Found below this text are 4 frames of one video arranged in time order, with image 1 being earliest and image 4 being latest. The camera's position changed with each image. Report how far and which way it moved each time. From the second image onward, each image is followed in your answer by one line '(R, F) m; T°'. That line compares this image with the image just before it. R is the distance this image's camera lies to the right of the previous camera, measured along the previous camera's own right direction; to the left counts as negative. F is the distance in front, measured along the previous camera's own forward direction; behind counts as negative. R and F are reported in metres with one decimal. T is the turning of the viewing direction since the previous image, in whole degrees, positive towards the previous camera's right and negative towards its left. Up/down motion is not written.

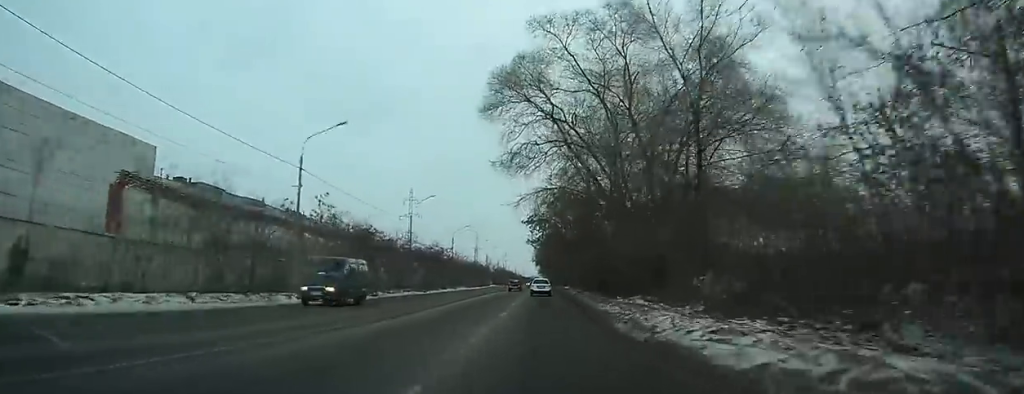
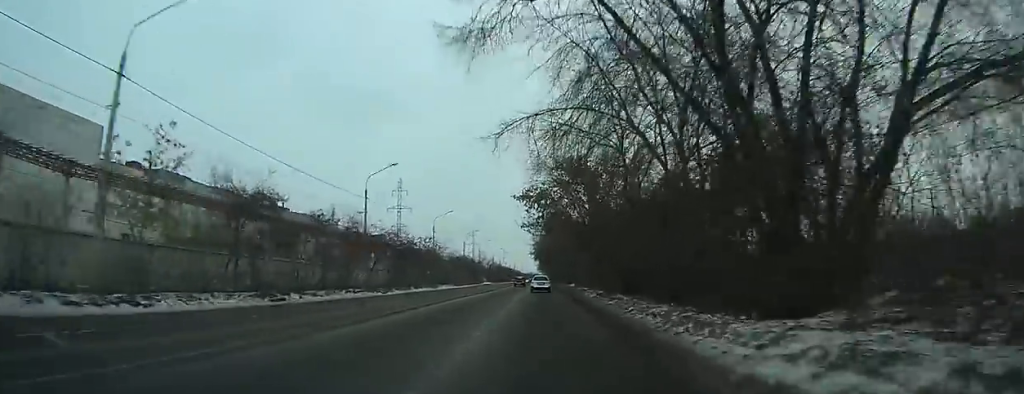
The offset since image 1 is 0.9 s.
(0.0, +16.4) m; 0°
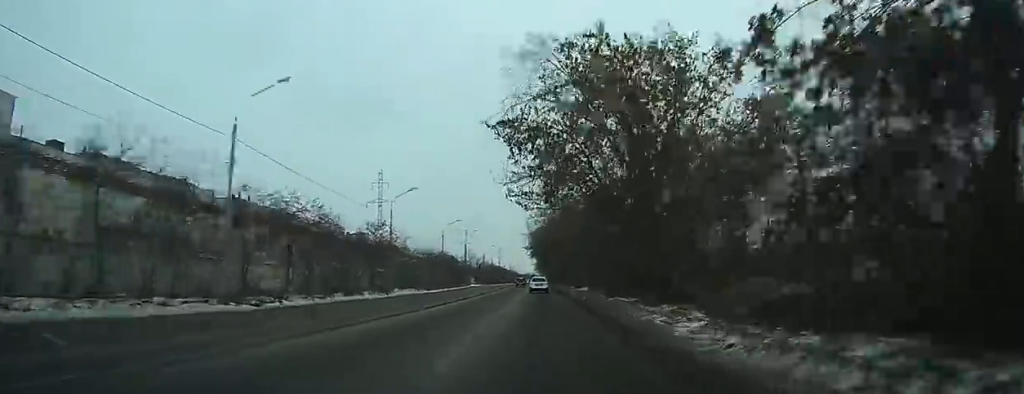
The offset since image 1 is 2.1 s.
(+0.1, +21.3) m; +1°
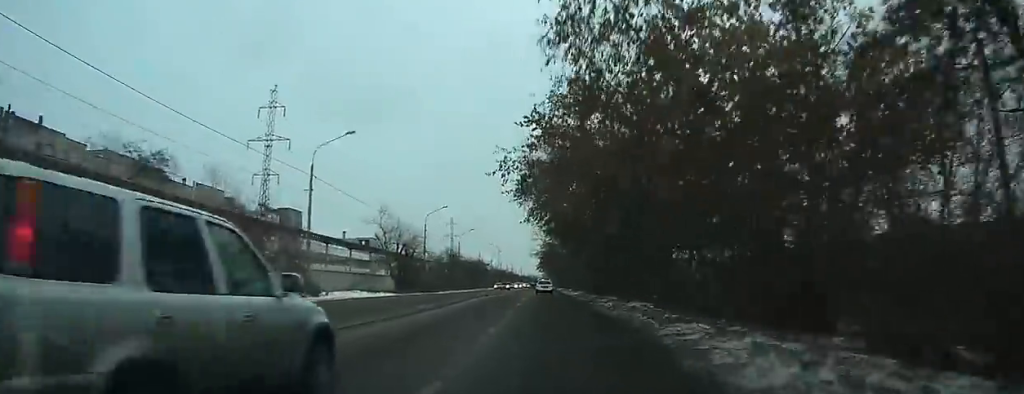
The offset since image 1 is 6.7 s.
(-1.9, +82.7) m; -2°
